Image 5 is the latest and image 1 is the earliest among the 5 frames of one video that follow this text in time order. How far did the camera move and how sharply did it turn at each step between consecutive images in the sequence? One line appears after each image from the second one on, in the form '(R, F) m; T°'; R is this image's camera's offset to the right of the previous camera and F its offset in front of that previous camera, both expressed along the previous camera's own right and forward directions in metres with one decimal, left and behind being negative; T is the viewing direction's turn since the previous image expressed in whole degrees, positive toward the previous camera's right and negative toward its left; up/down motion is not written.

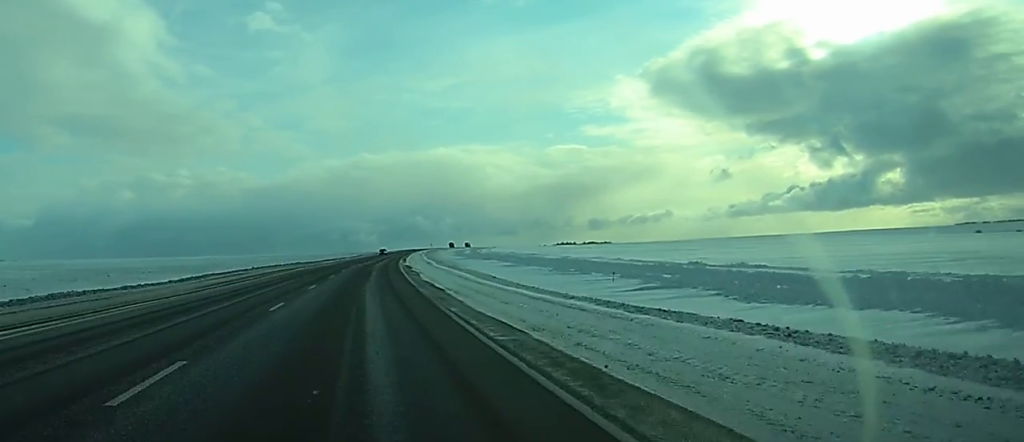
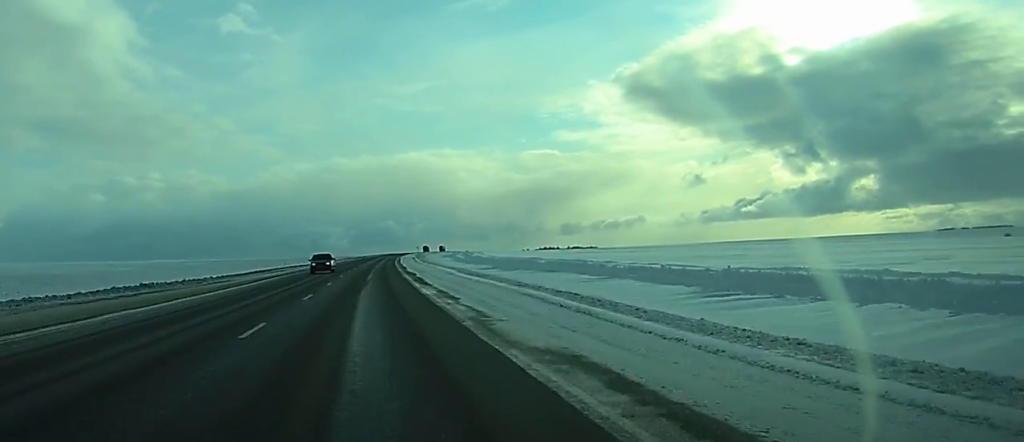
(+1.0, +64.9) m; +2°
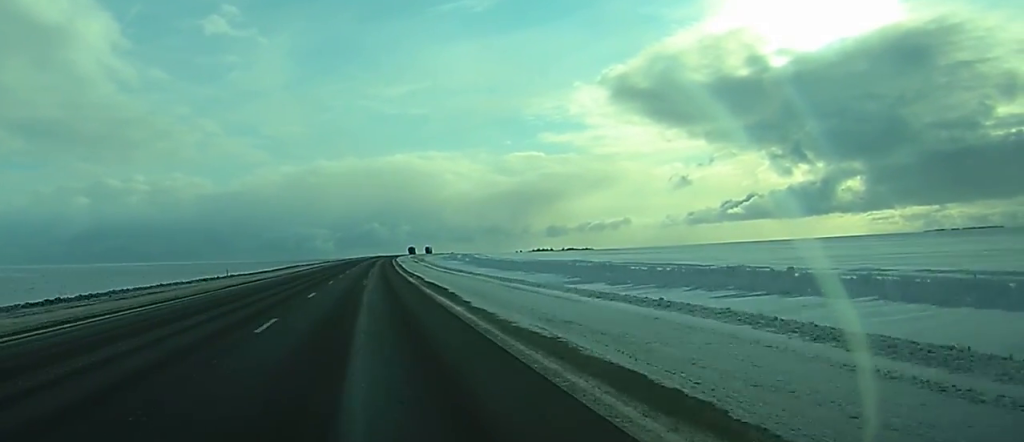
(+0.7, +47.2) m; +1°
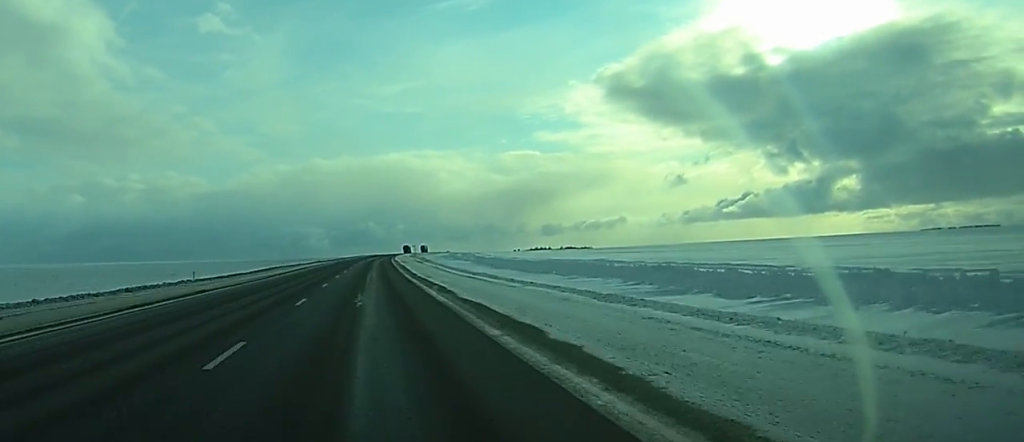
(0.0, +16.8) m; -1°
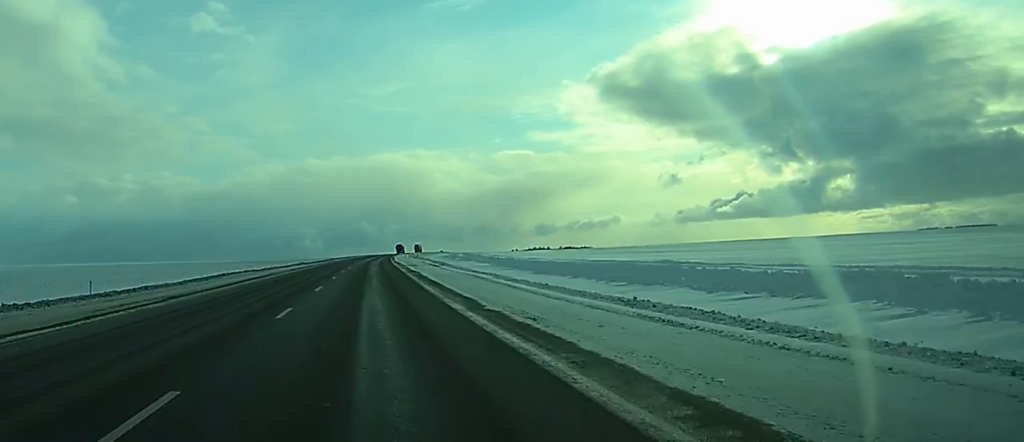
(-0.2, +29.3) m; -1°
